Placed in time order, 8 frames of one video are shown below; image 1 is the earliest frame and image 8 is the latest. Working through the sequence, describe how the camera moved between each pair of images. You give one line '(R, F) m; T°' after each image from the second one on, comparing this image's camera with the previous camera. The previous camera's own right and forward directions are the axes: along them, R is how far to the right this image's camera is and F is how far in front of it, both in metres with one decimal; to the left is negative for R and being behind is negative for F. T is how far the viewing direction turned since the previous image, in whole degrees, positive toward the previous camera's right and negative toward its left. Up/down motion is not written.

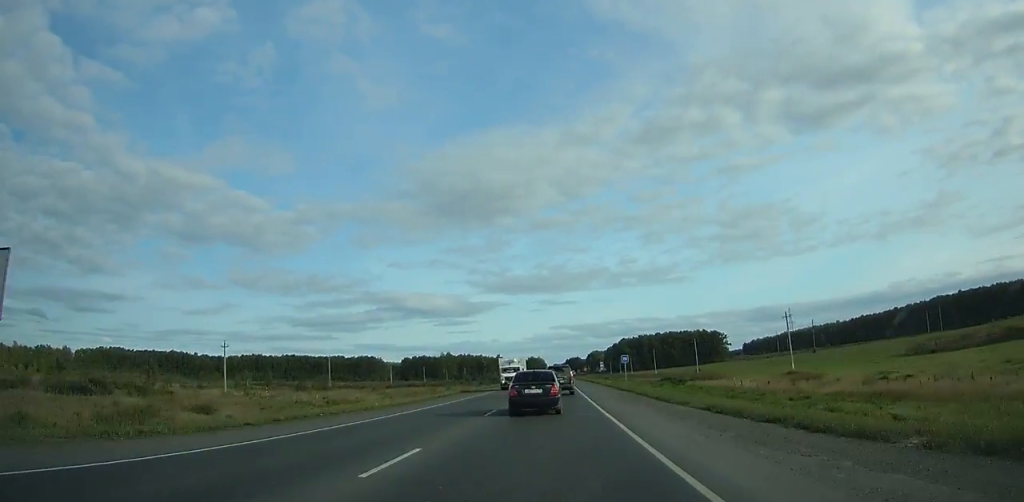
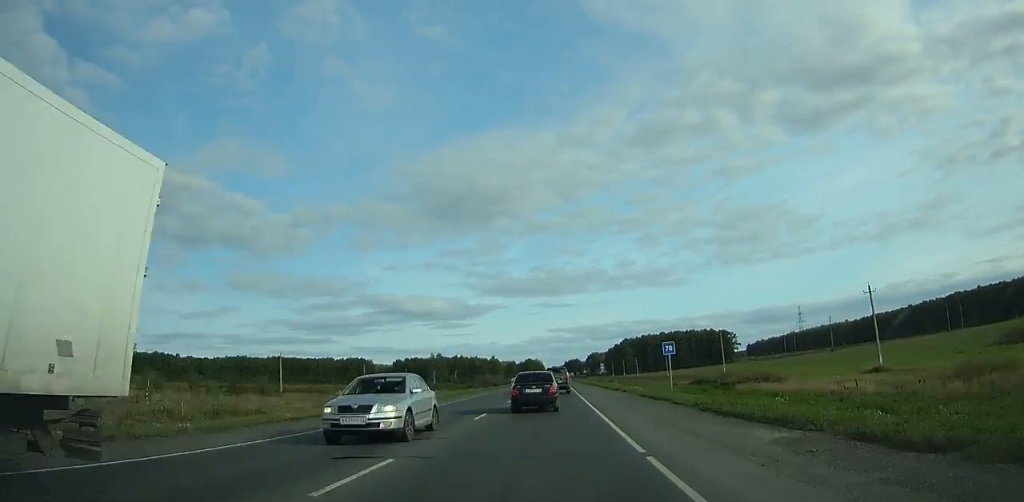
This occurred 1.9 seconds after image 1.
(0.0, +25.7) m; 0°
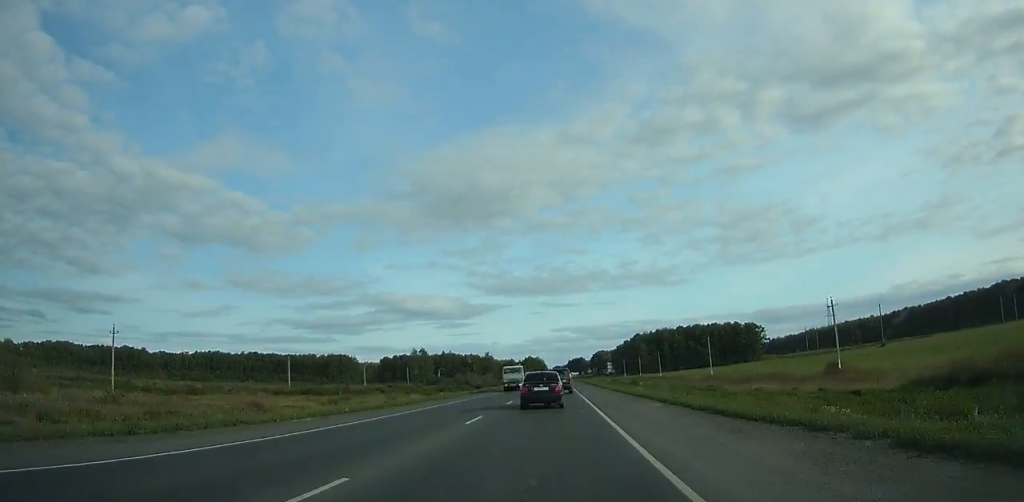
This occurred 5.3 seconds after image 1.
(-0.1, +49.1) m; 0°
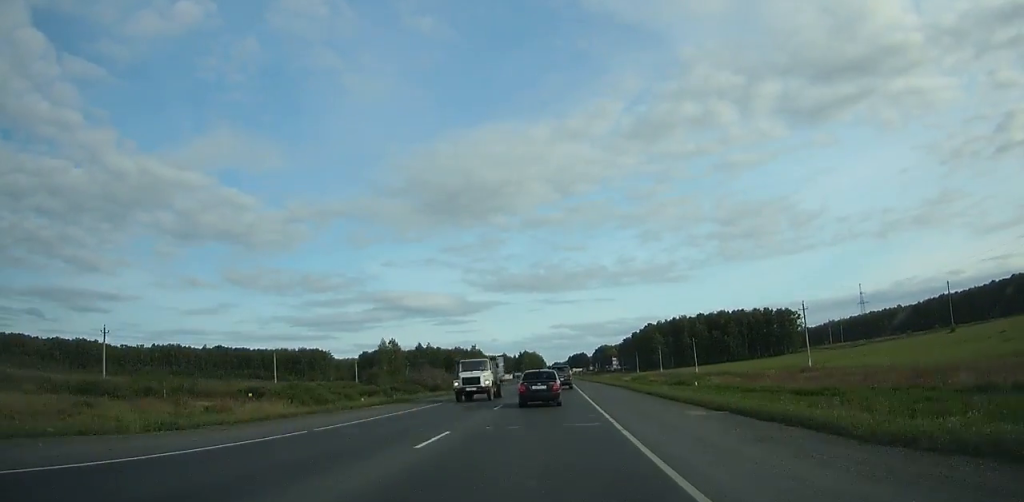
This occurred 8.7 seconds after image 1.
(-0.2, +53.3) m; 0°
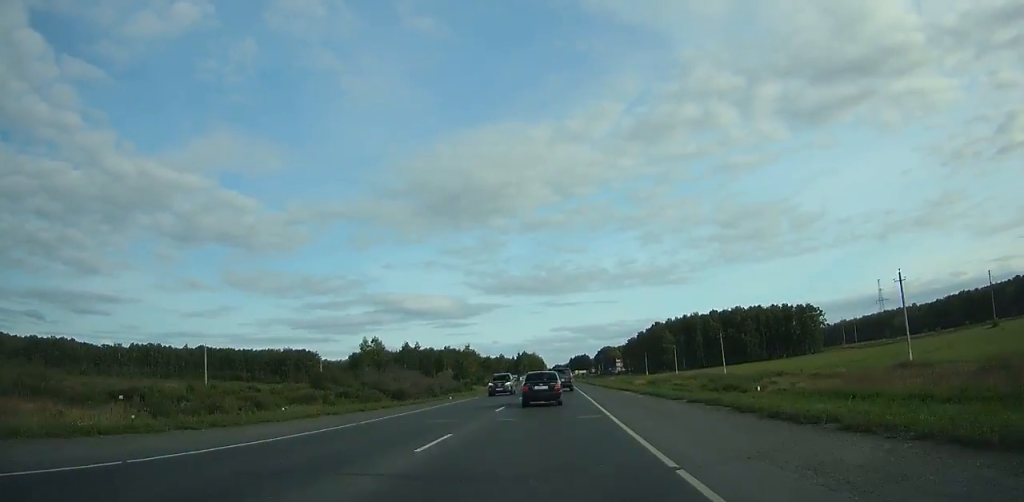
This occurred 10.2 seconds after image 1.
(0.0, +24.5) m; 0°
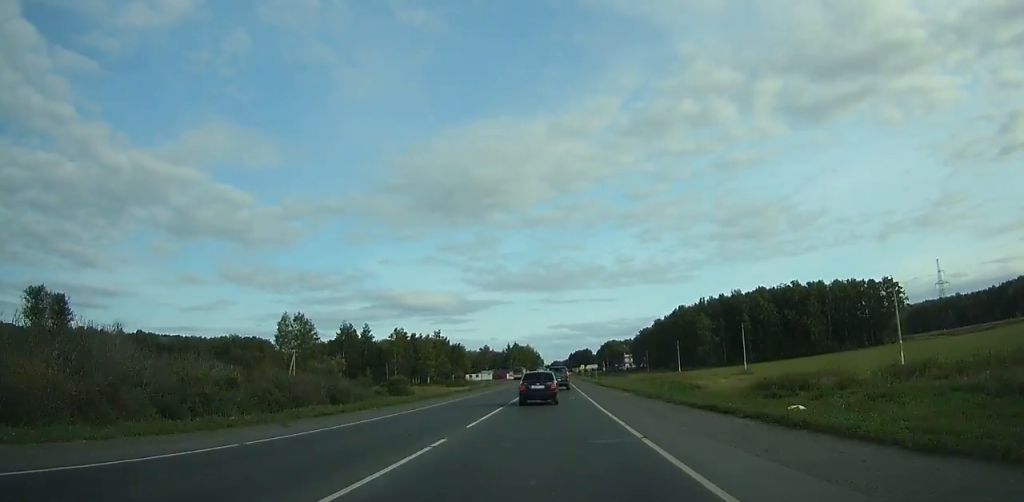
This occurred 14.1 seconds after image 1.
(+0.3, +65.5) m; +1°
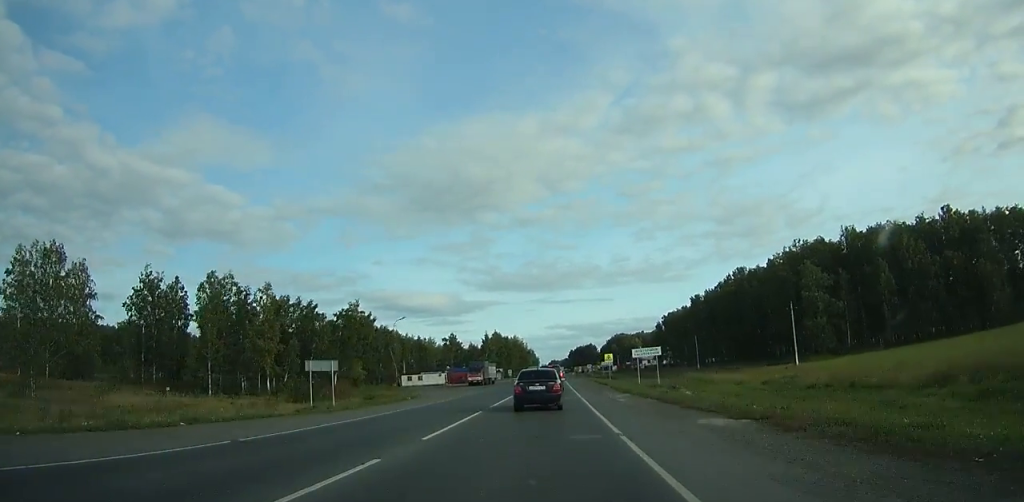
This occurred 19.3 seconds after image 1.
(+0.6, +84.0) m; +1°
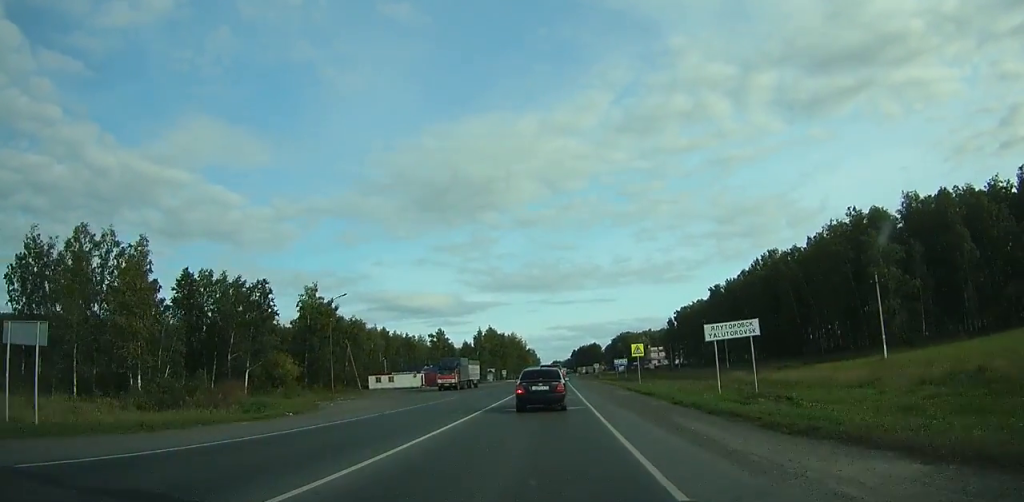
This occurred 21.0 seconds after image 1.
(-0.3, +24.9) m; +1°
